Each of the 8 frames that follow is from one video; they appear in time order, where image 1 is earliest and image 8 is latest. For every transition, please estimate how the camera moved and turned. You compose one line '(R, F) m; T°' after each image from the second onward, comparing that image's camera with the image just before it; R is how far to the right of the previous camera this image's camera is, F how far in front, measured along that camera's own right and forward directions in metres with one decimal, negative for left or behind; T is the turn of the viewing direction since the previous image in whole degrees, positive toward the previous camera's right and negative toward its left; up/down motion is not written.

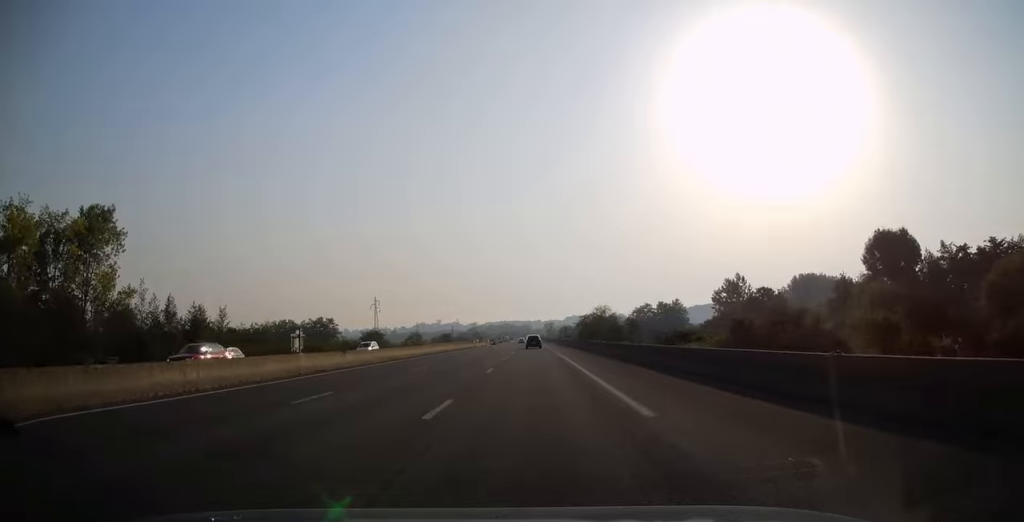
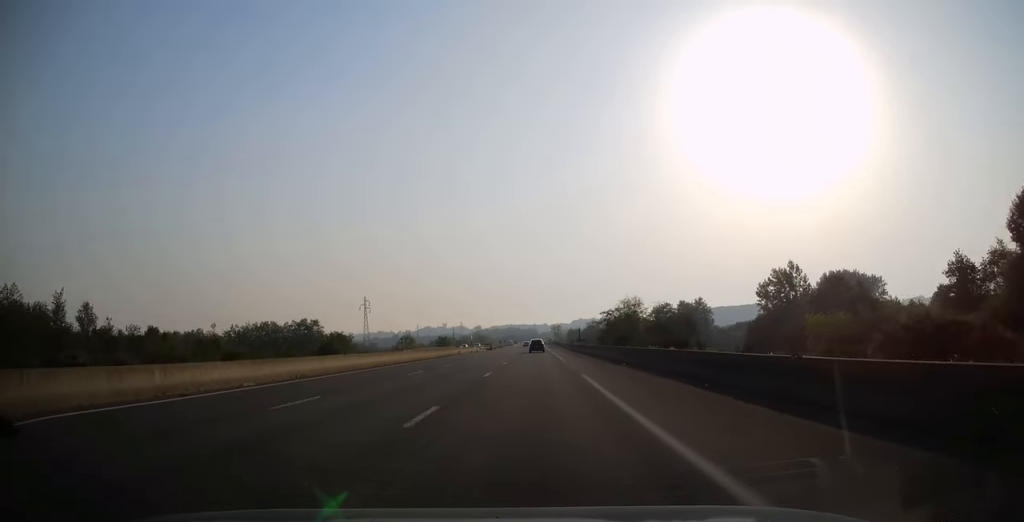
(0.0, +26.6) m; 0°
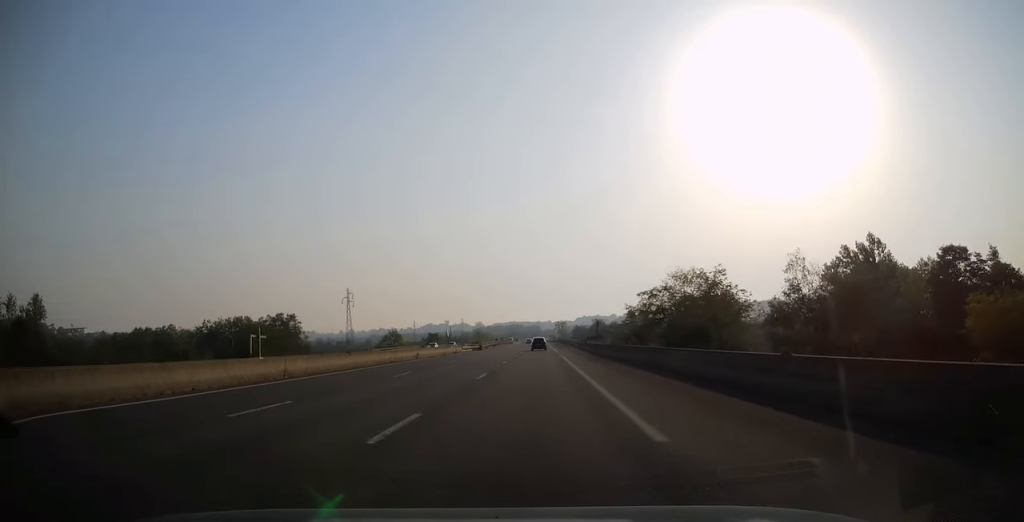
(-0.1, +27.6) m; 0°
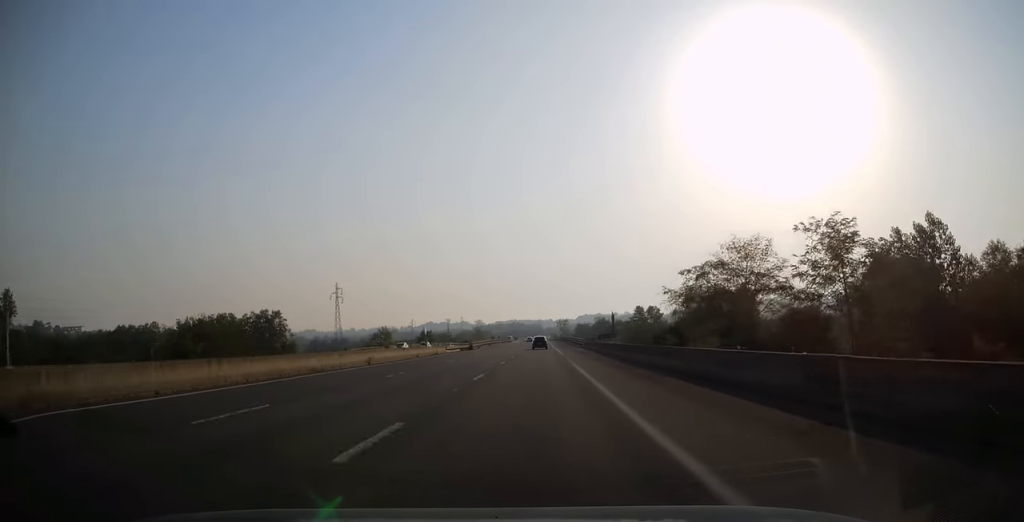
(0.0, +14.3) m; 0°
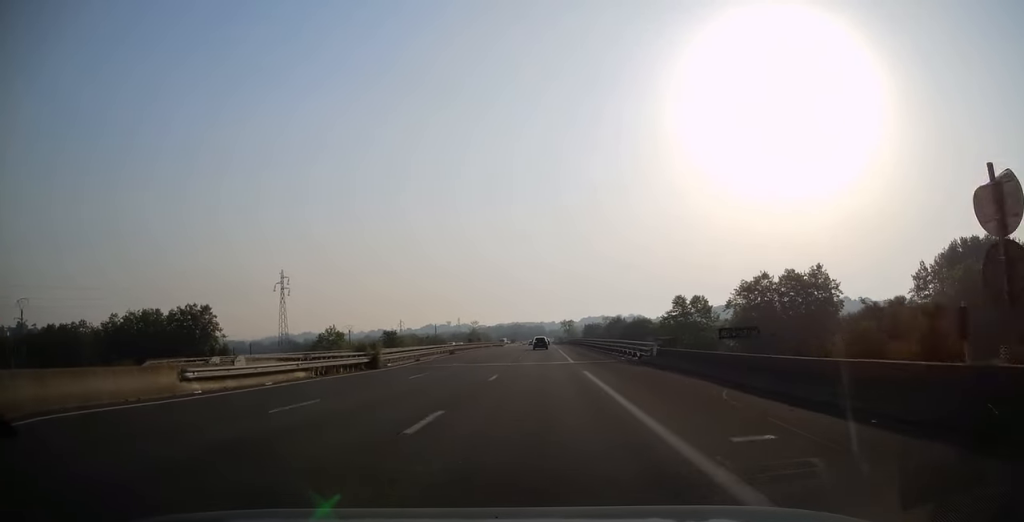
(0.0, +49.3) m; 0°
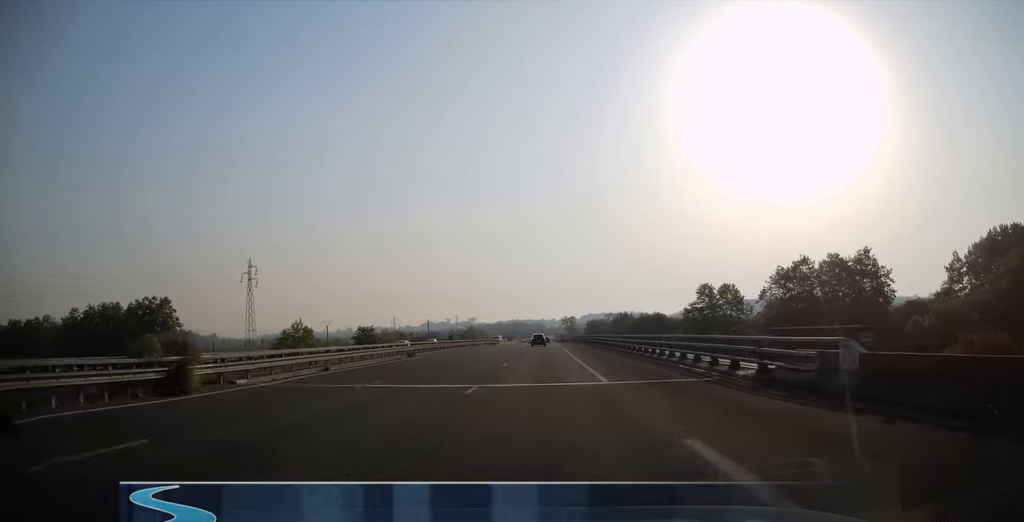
(0.0, +20.2) m; 0°
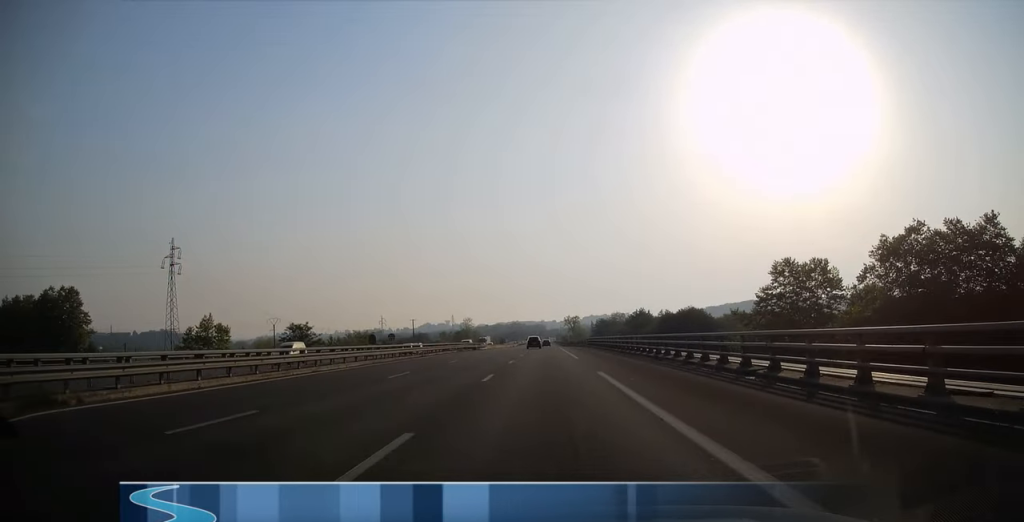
(0.0, +35.5) m; 0°
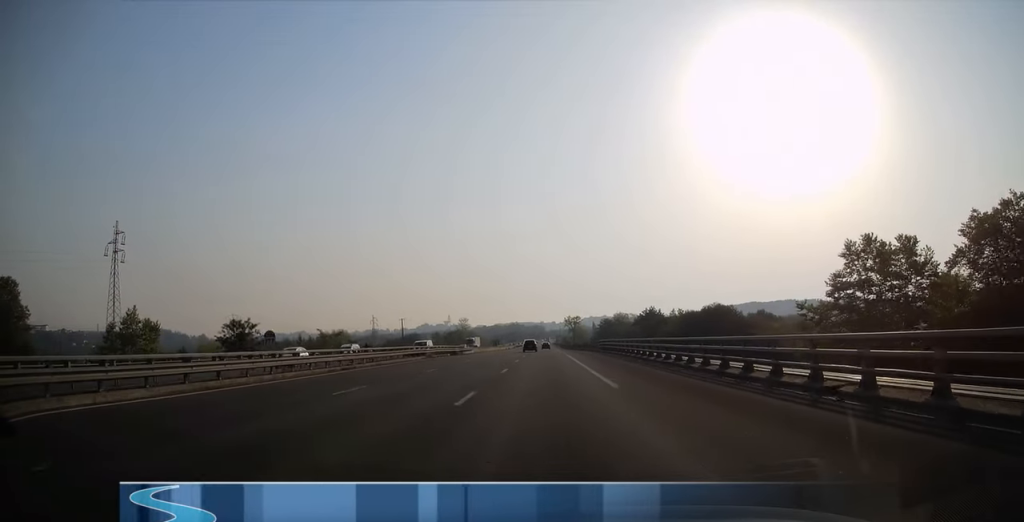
(0.0, +18.8) m; 0°
